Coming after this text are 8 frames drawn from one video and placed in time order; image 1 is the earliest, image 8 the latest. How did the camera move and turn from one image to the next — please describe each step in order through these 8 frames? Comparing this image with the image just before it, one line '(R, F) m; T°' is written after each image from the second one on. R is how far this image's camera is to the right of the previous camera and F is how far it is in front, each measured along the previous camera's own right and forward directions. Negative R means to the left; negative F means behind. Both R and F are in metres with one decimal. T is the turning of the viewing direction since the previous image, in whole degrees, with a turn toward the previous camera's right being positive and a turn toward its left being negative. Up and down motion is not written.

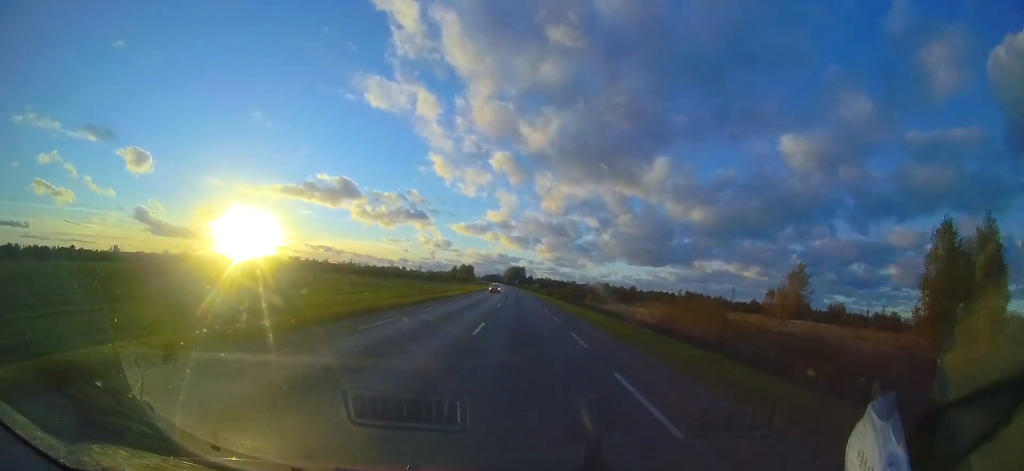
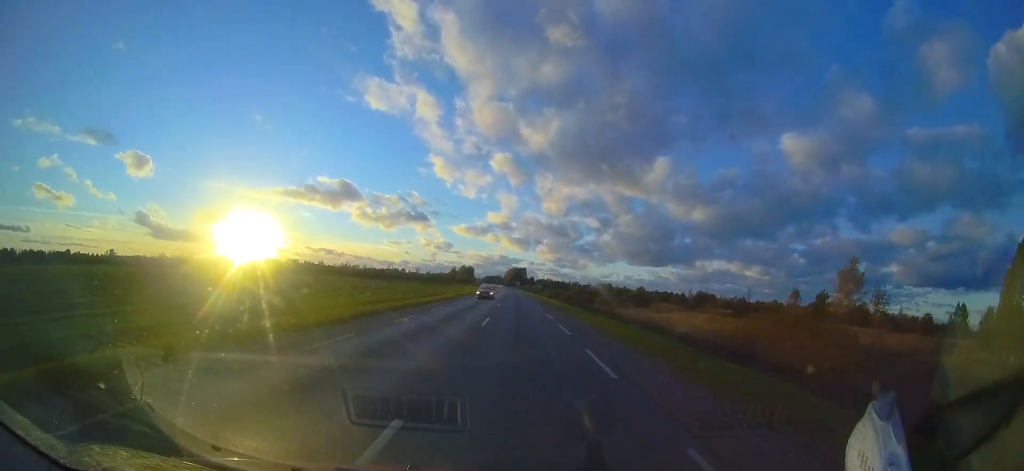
(-0.1, +9.1) m; -1°
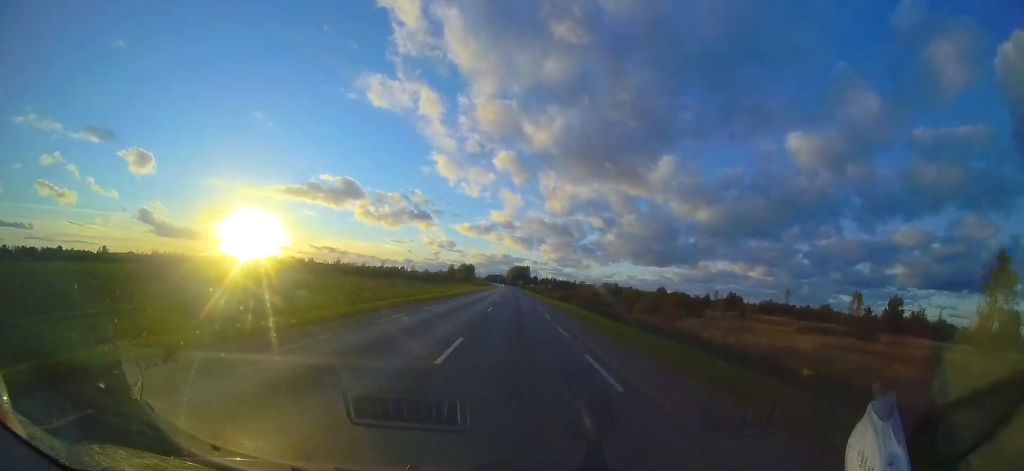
(-0.1, +18.5) m; -1°
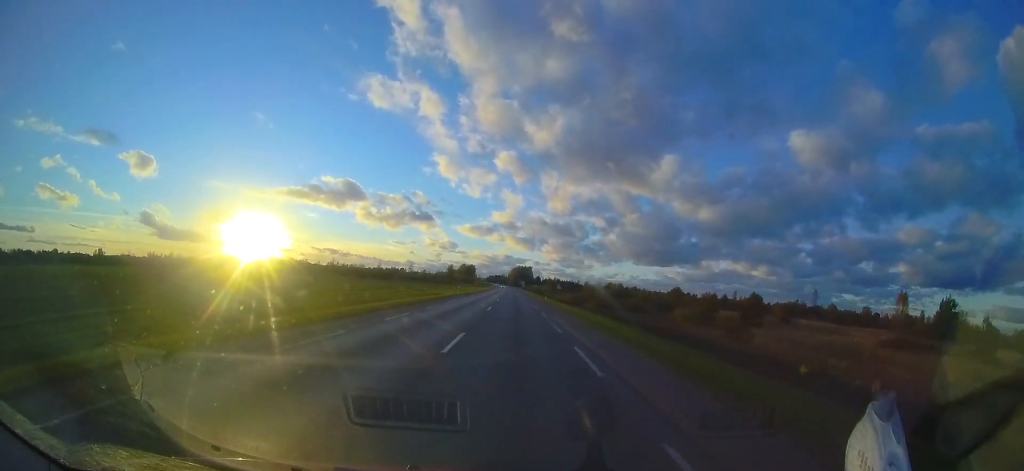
(0.0, +11.1) m; -1°
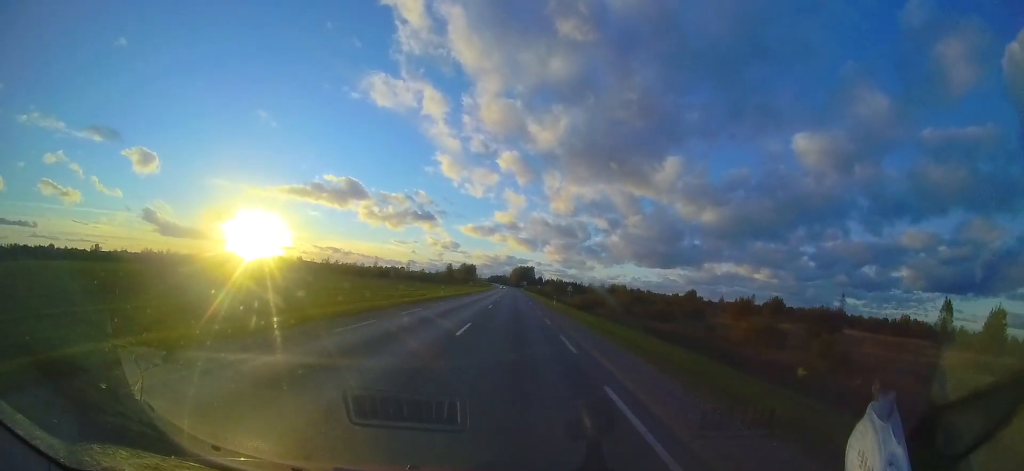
(-0.1, +9.3) m; 0°
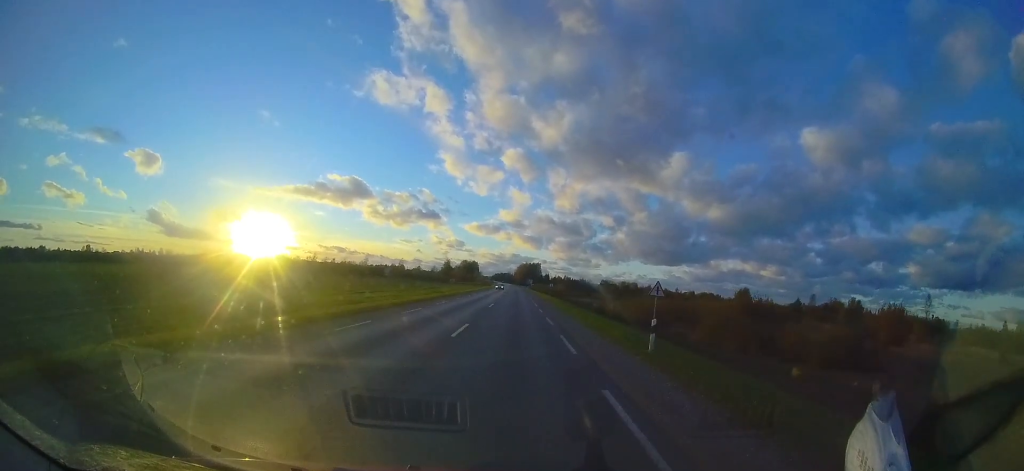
(-0.1, +23.2) m; 0°
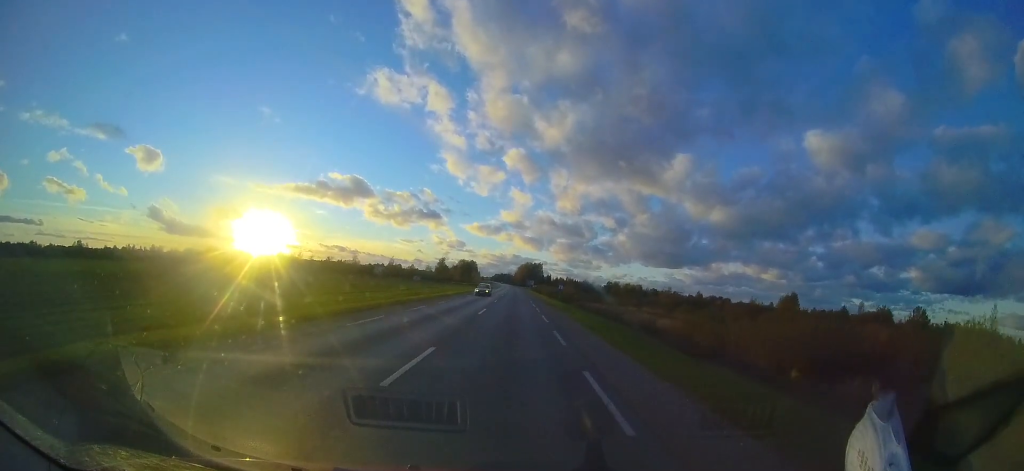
(0.0, +16.4) m; -1°
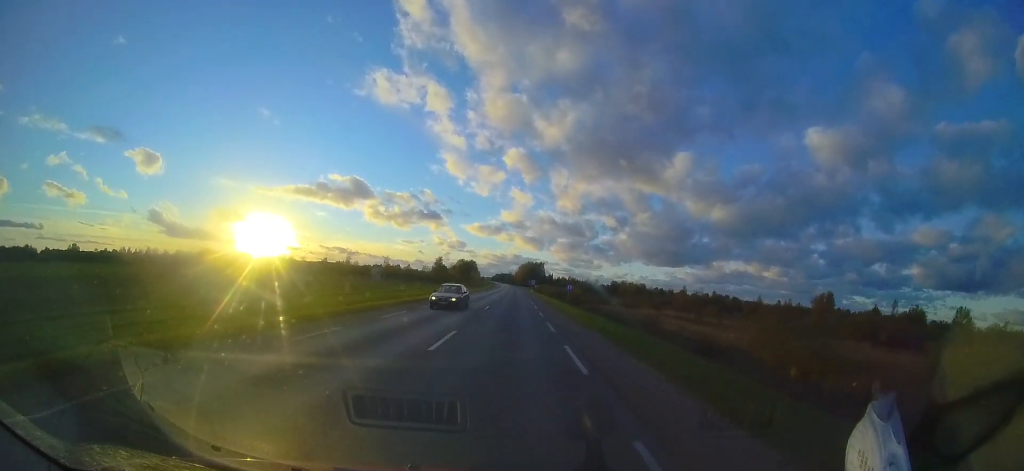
(0.0, +8.9) m; -1°
